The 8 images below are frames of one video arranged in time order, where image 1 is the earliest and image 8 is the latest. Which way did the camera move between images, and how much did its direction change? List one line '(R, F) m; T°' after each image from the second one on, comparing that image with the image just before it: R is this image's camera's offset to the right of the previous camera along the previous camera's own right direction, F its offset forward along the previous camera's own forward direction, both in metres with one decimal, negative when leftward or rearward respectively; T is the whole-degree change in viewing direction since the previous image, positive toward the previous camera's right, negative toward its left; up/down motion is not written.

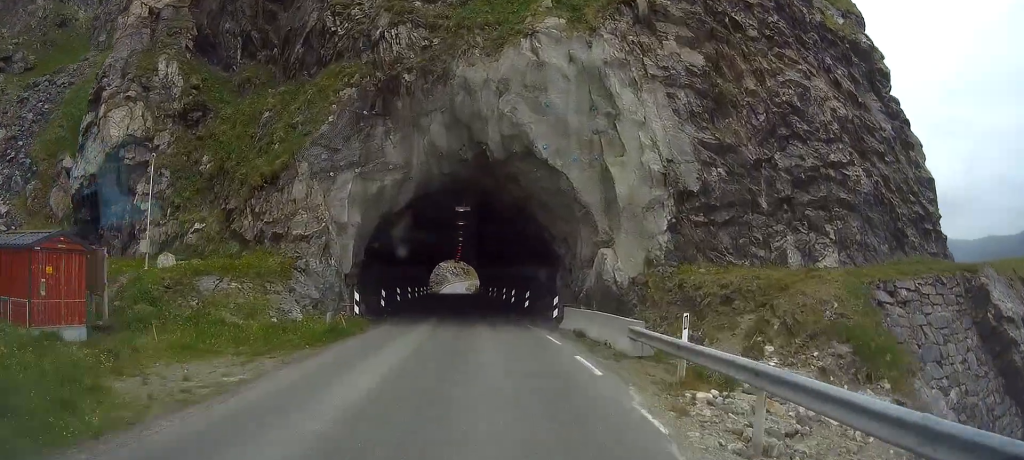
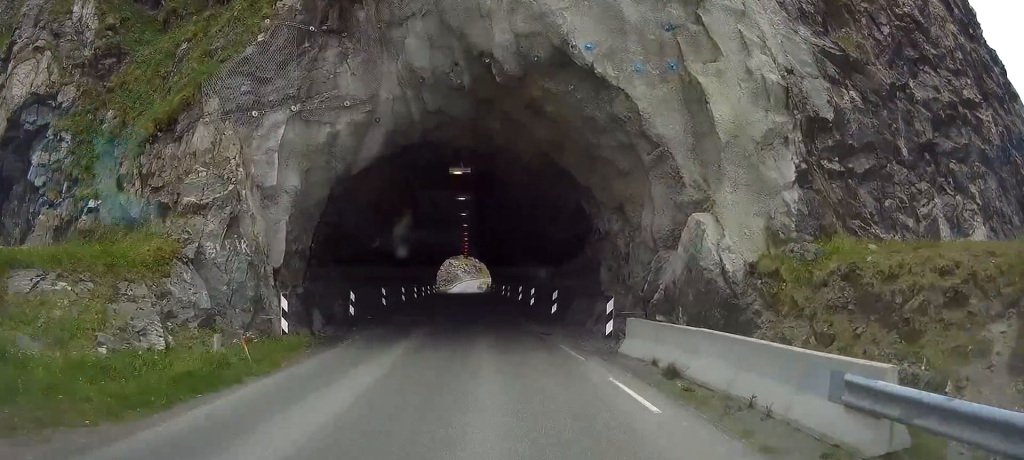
(-0.1, +10.3) m; -1°
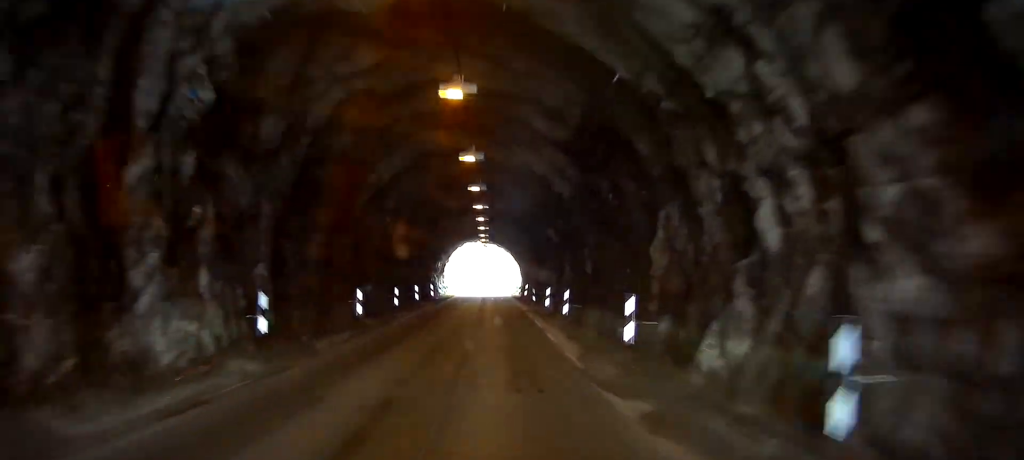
(-0.2, +29.9) m; 0°
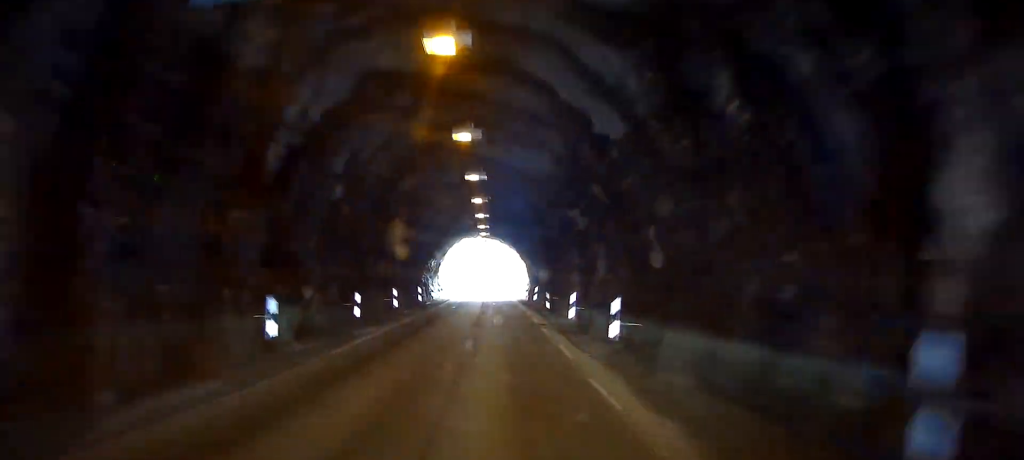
(0.0, +10.0) m; -1°
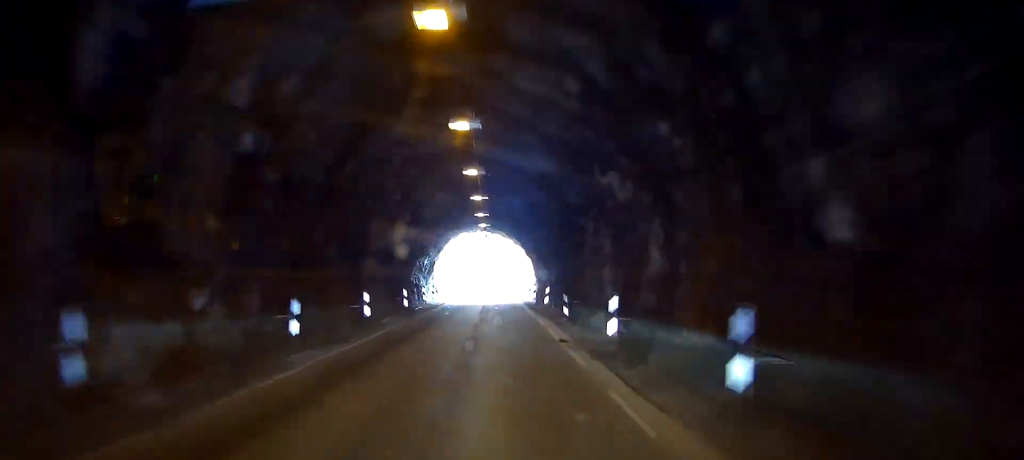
(+0.1, +7.7) m; -1°
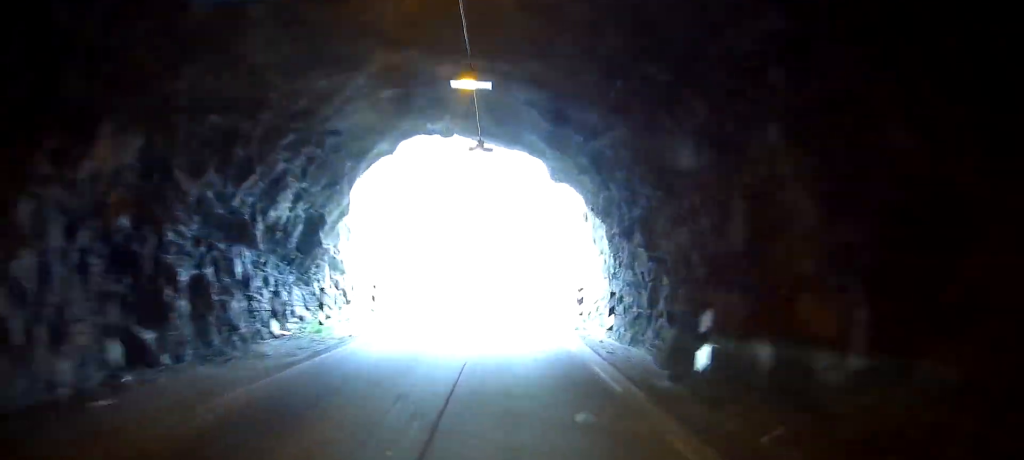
(-1.0, +40.1) m; -2°
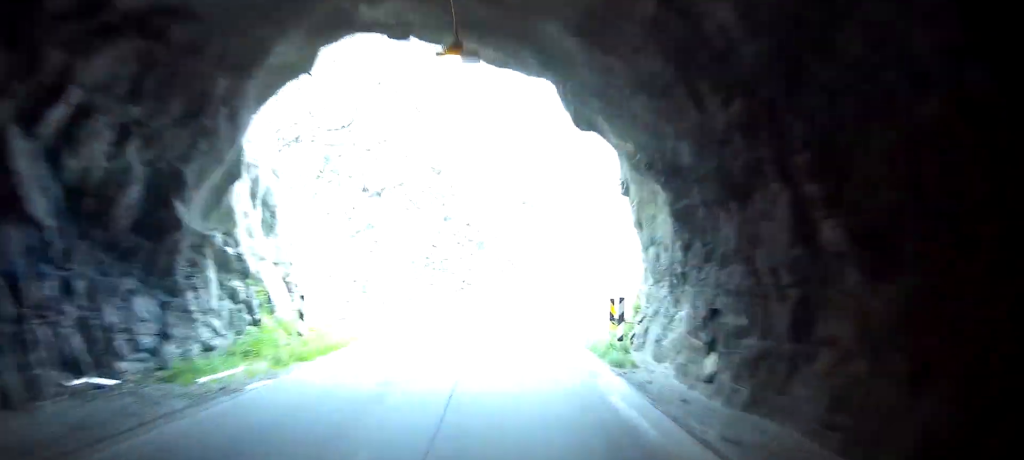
(0.0, +9.7) m; 0°
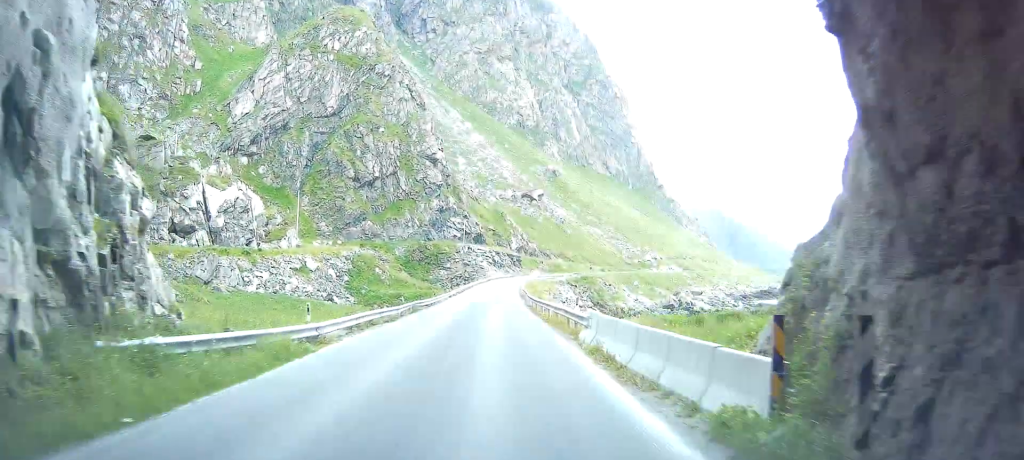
(0.0, +11.9) m; 0°
